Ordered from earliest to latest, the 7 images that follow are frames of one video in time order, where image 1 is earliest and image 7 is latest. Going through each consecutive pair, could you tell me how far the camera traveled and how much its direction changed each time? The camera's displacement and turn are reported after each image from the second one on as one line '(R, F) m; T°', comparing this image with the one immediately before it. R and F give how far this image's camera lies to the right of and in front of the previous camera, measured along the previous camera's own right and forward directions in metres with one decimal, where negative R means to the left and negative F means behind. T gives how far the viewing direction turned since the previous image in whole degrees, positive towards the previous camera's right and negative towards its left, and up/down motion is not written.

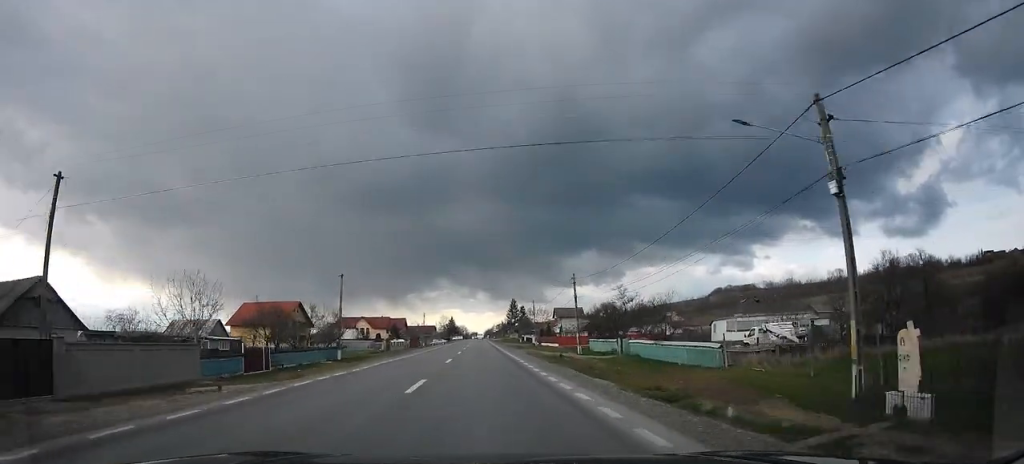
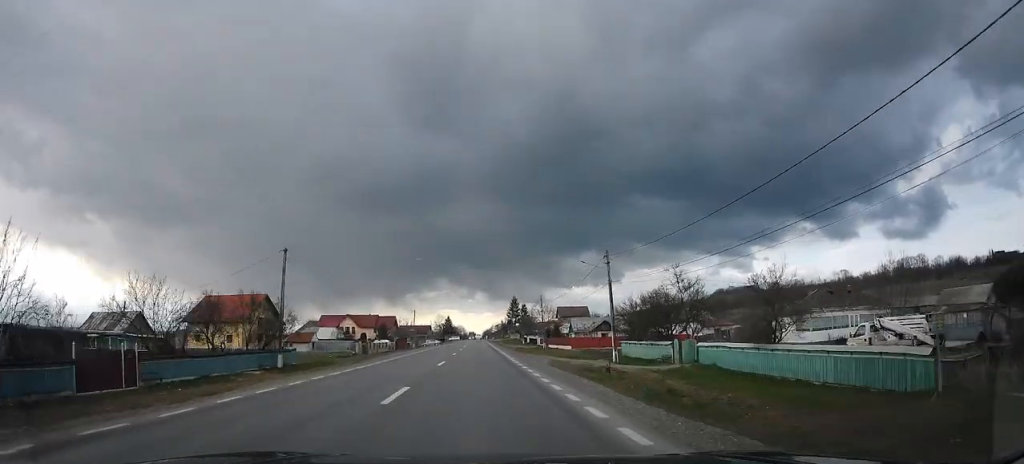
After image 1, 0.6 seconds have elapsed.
(-0.9, +14.6) m; +2°
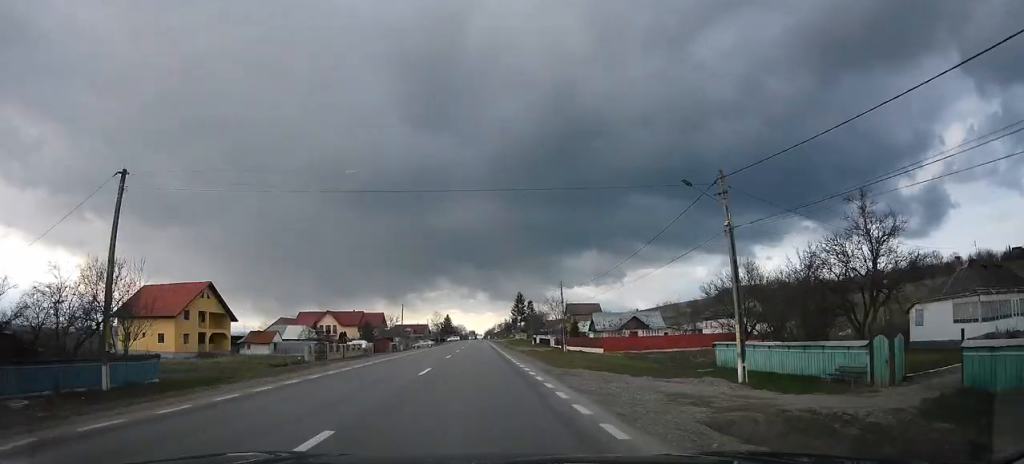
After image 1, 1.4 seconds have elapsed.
(+1.8, +18.1) m; +3°
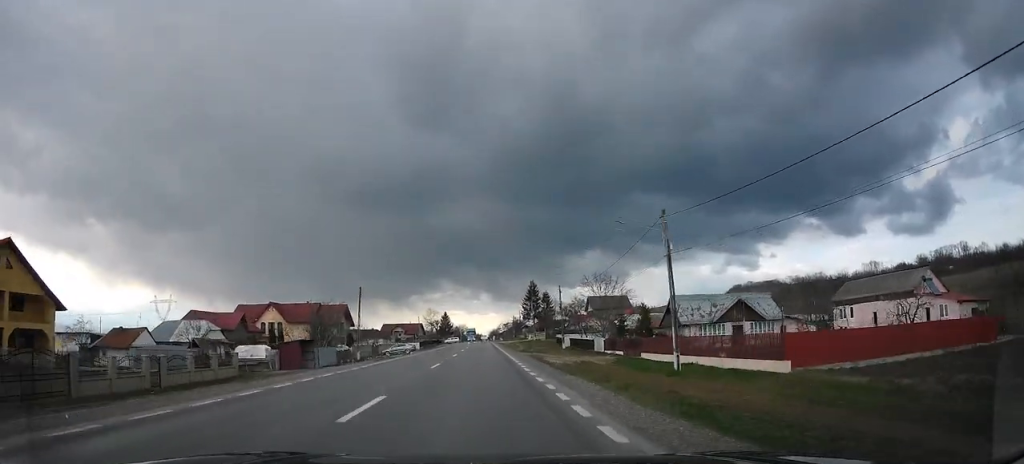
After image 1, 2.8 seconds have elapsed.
(-0.2, +32.8) m; -2°
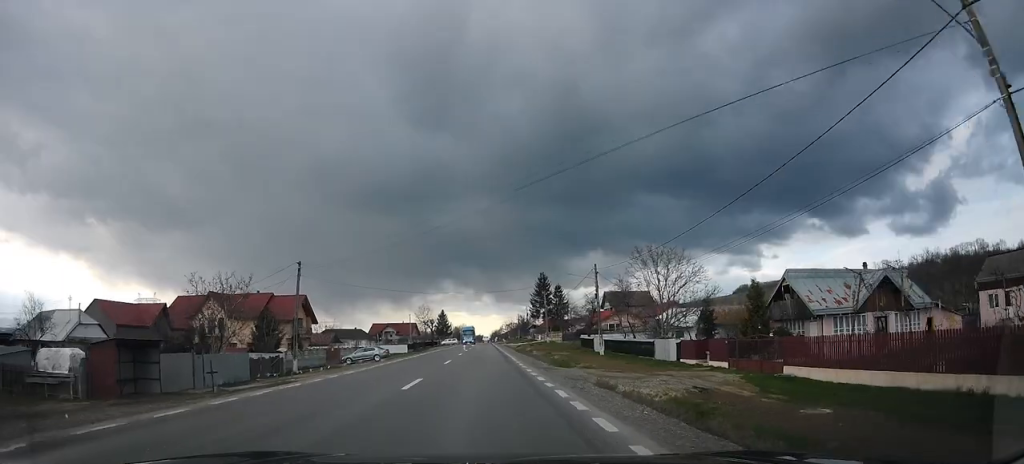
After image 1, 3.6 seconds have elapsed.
(-0.5, +19.5) m; 0°
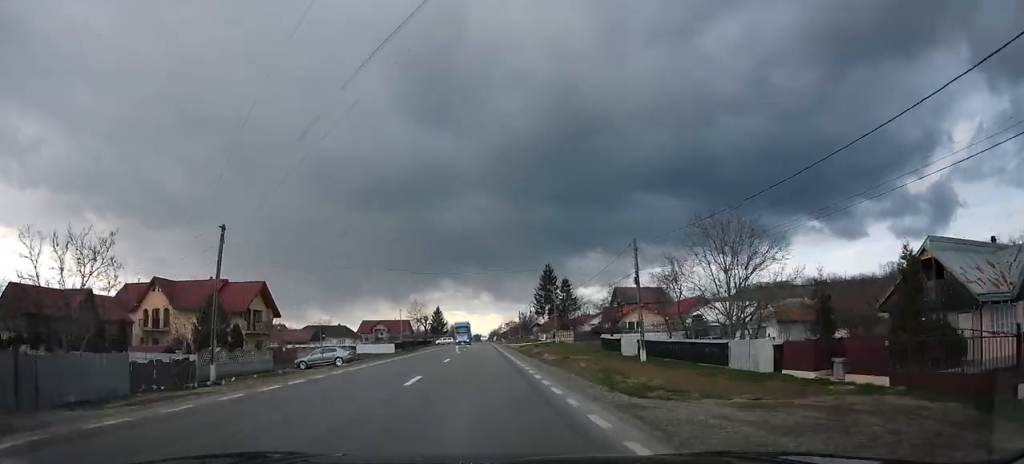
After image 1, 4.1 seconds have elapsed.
(+0.3, +11.8) m; 0°
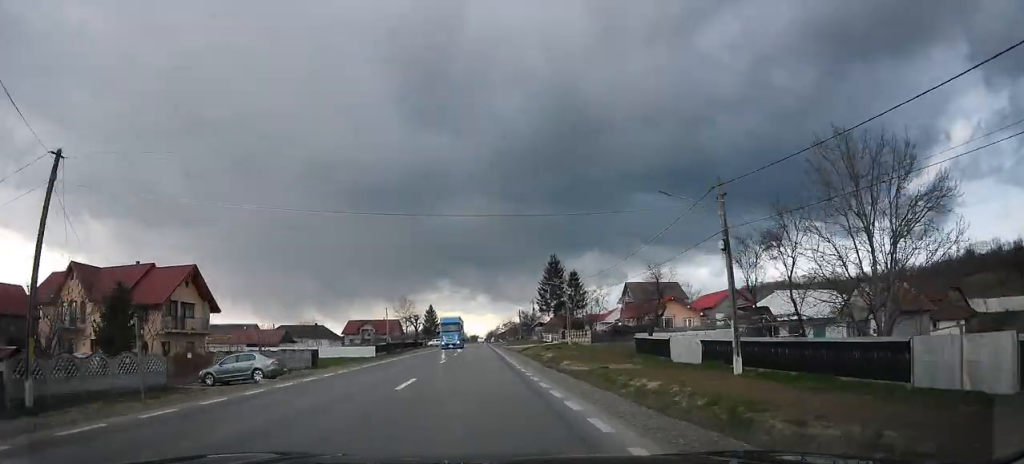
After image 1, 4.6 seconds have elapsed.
(+0.3, +12.6) m; 0°
